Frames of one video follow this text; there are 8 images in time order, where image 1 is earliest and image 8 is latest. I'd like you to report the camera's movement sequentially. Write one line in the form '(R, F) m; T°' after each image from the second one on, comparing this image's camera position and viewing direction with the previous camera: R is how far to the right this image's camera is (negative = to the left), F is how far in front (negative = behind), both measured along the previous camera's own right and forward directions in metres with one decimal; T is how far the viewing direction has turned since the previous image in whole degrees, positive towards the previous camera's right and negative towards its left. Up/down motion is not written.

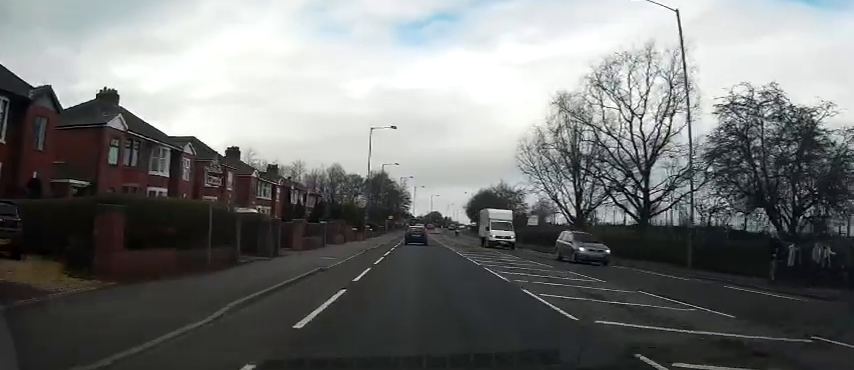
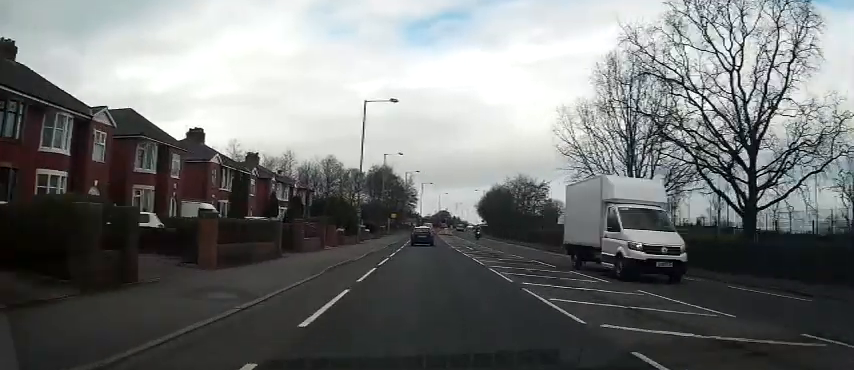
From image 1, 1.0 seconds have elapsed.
(-0.2, +11.9) m; -2°
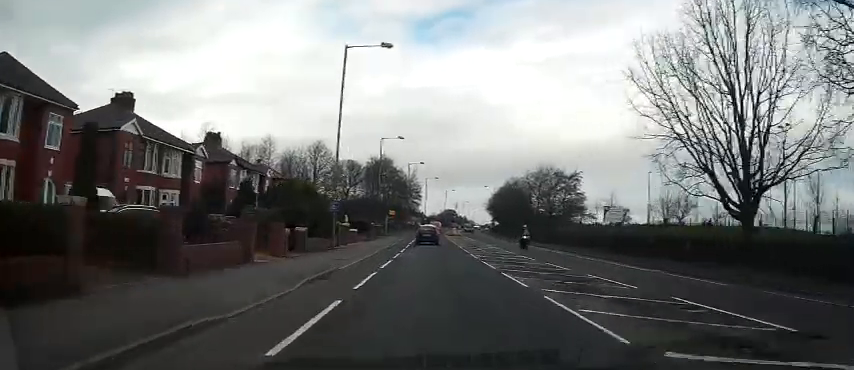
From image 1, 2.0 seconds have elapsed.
(-0.3, +13.5) m; -1°
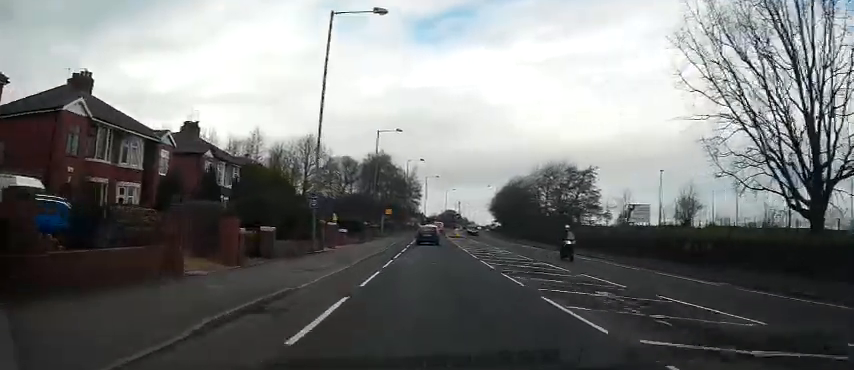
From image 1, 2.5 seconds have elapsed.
(-0.1, +5.7) m; +1°
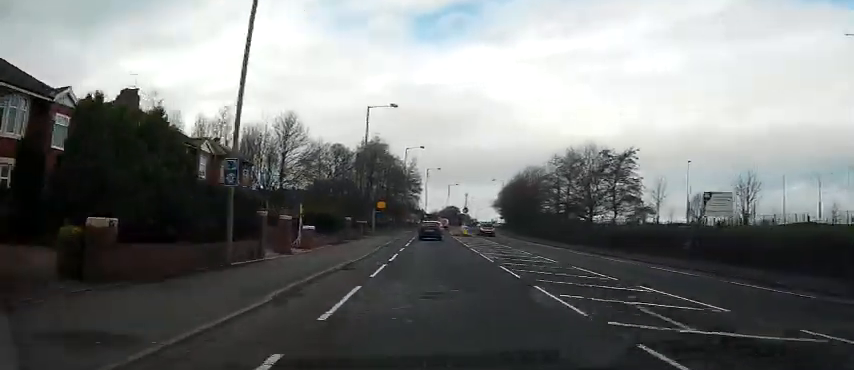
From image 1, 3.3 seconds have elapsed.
(+0.3, +10.3) m; 0°
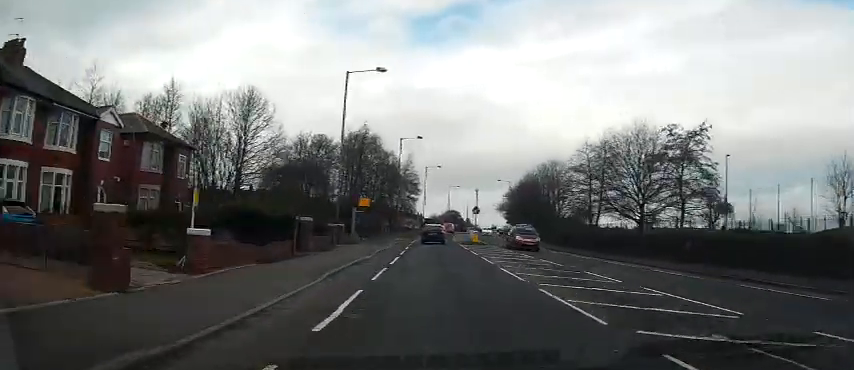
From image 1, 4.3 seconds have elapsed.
(-0.2, +12.5) m; -1°
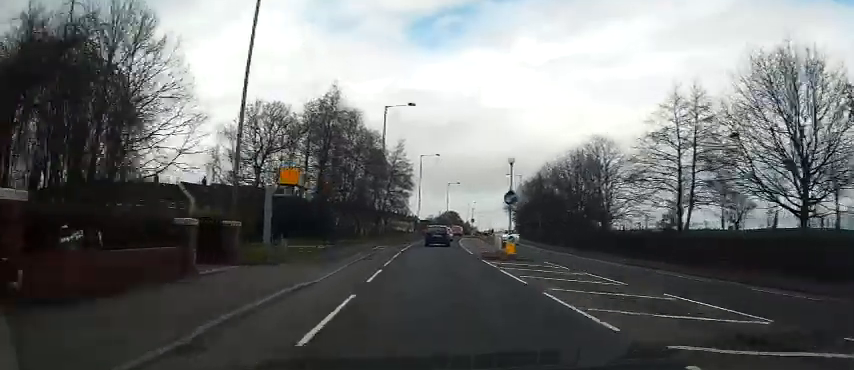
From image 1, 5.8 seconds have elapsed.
(+0.1, +19.1) m; +1°
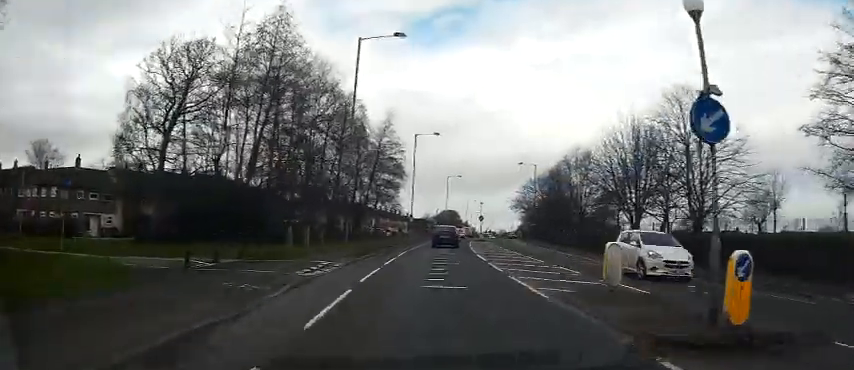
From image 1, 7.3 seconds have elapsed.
(0.0, +17.7) m; 0°
